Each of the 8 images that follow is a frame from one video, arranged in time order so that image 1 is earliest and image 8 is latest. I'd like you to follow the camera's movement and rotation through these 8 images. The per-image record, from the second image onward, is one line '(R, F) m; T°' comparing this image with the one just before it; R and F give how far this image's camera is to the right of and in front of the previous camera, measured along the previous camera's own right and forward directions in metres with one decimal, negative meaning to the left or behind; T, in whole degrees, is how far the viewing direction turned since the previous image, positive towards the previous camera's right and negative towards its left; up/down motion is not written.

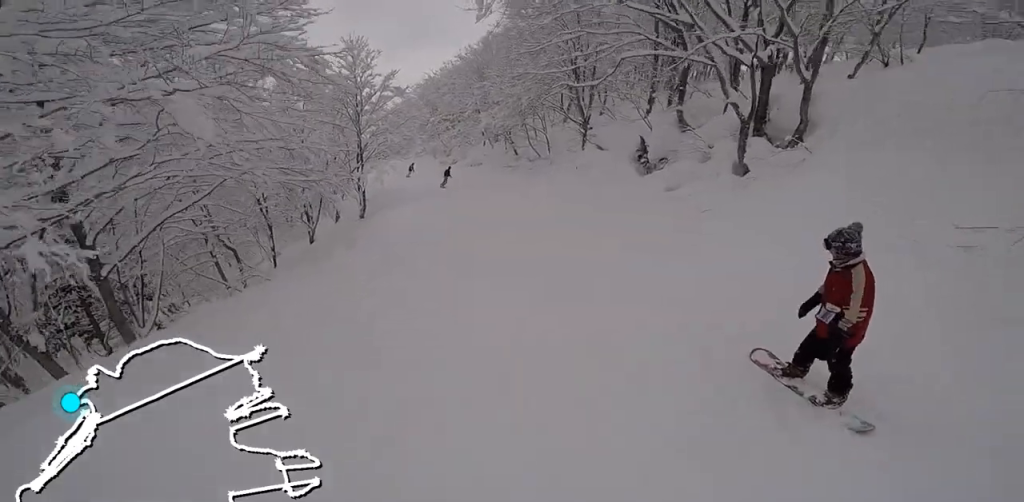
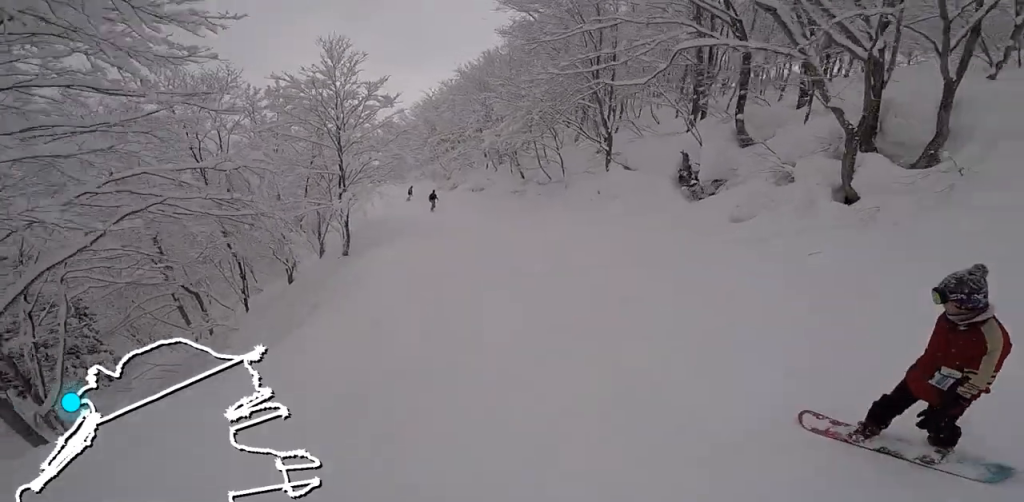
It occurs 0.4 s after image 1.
(+0.3, +3.2) m; -1°
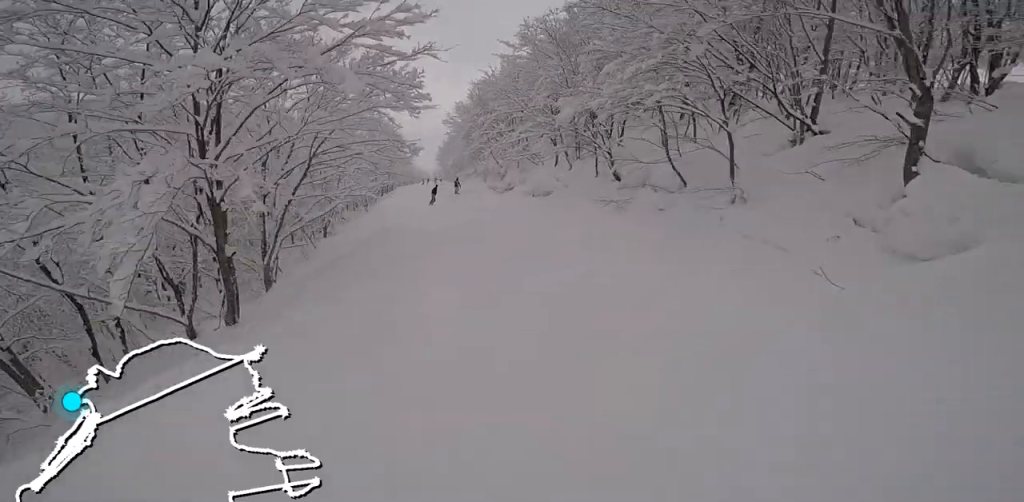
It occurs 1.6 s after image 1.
(-1.6, +9.7) m; -7°
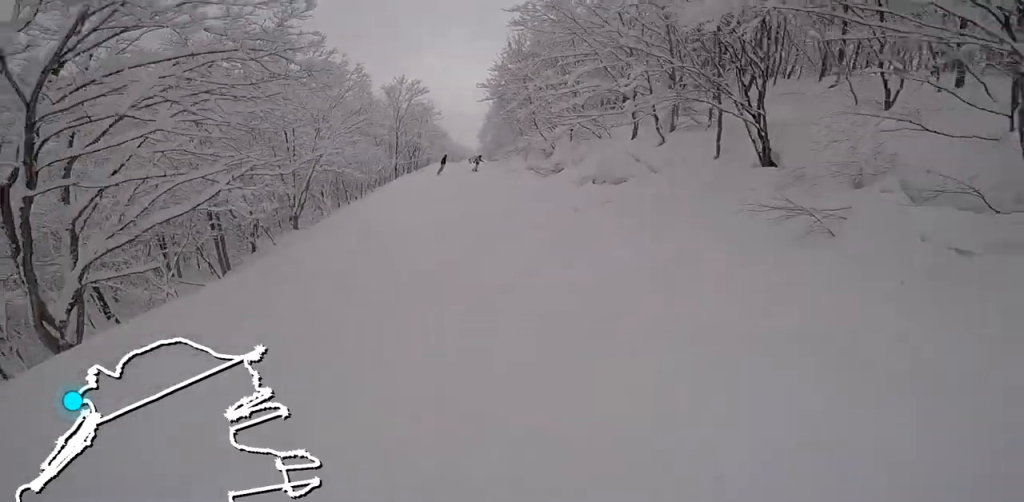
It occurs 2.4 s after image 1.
(+0.4, +7.2) m; -1°
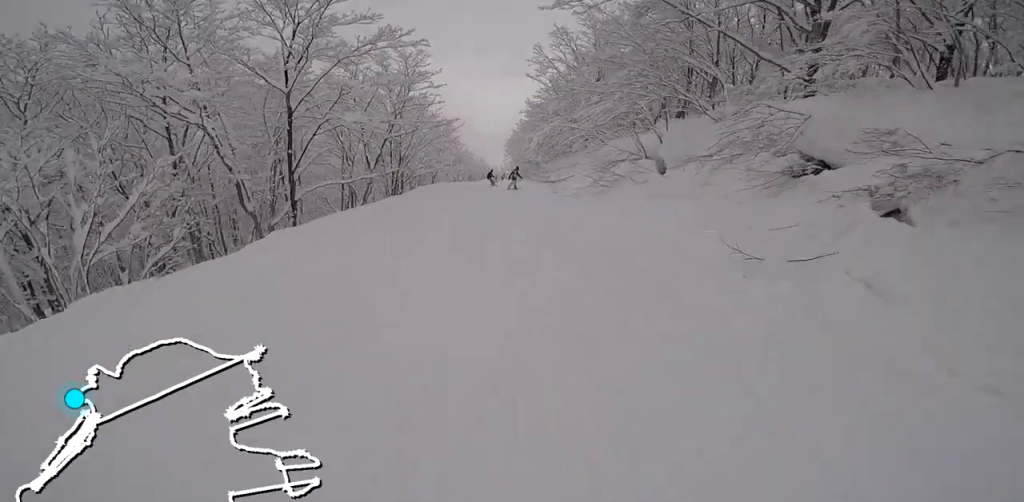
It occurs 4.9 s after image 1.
(-2.9, +20.7) m; -11°
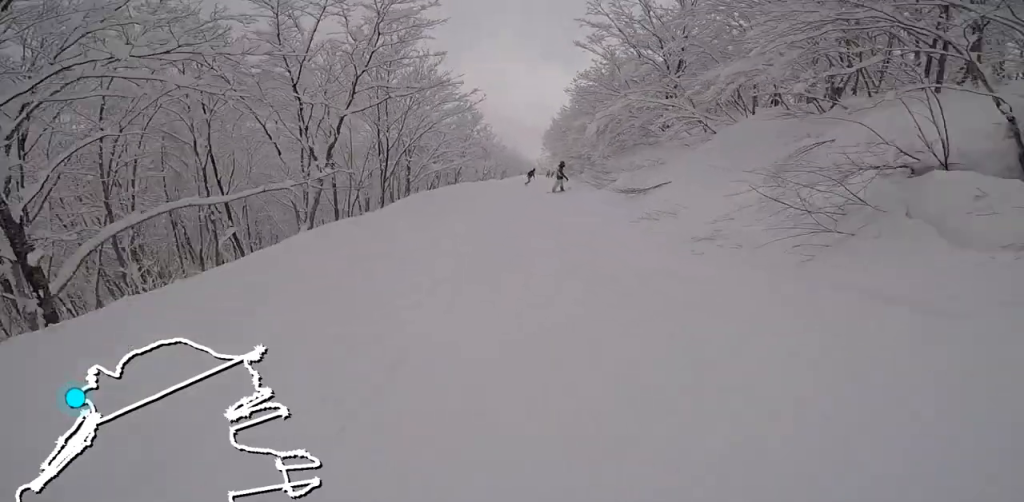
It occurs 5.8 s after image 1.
(0.0, +7.8) m; +2°
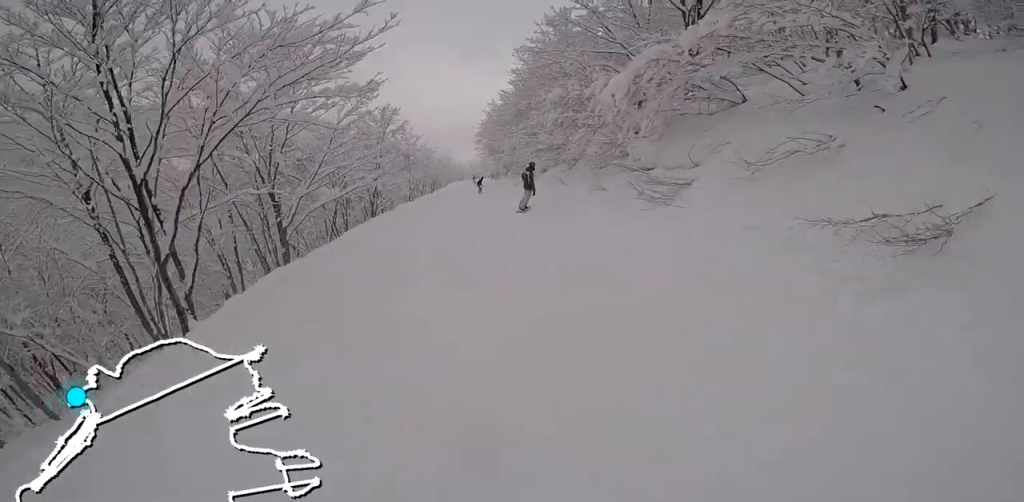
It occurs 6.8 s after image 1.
(+0.4, +8.6) m; +3°
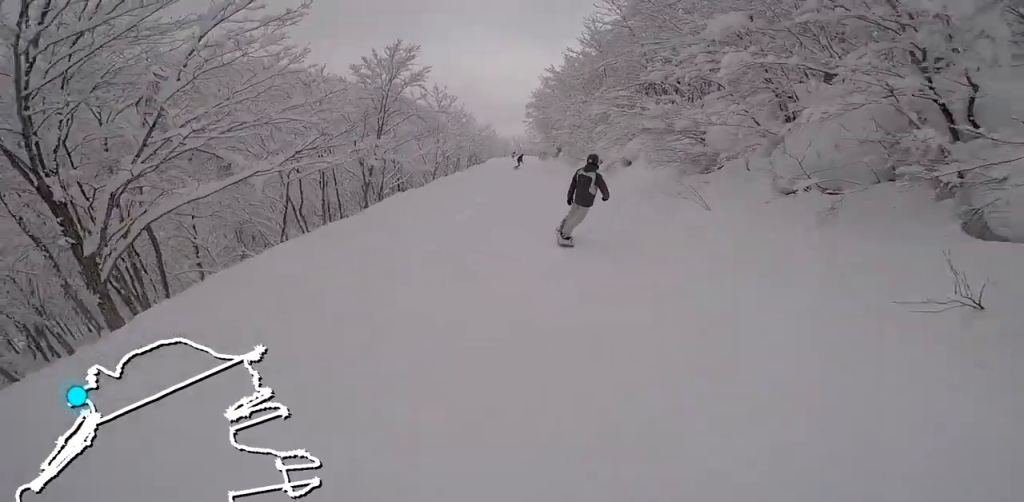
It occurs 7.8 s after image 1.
(0.0, +7.9) m; +3°
